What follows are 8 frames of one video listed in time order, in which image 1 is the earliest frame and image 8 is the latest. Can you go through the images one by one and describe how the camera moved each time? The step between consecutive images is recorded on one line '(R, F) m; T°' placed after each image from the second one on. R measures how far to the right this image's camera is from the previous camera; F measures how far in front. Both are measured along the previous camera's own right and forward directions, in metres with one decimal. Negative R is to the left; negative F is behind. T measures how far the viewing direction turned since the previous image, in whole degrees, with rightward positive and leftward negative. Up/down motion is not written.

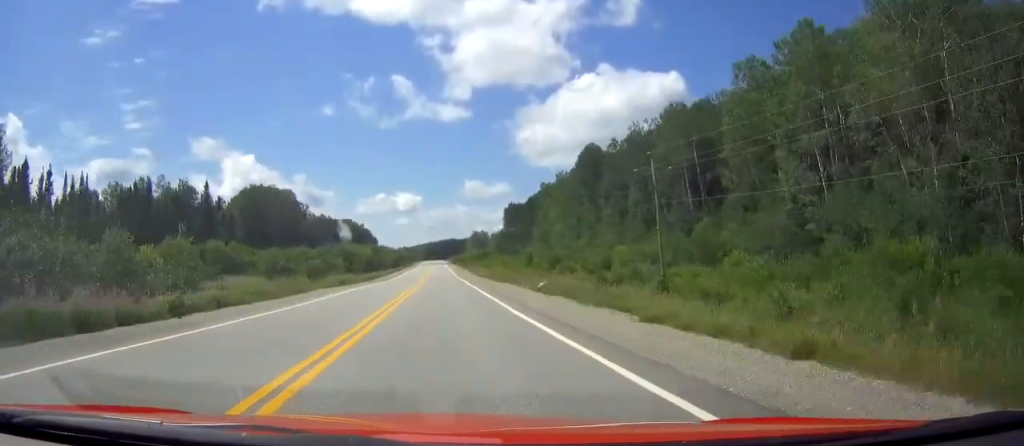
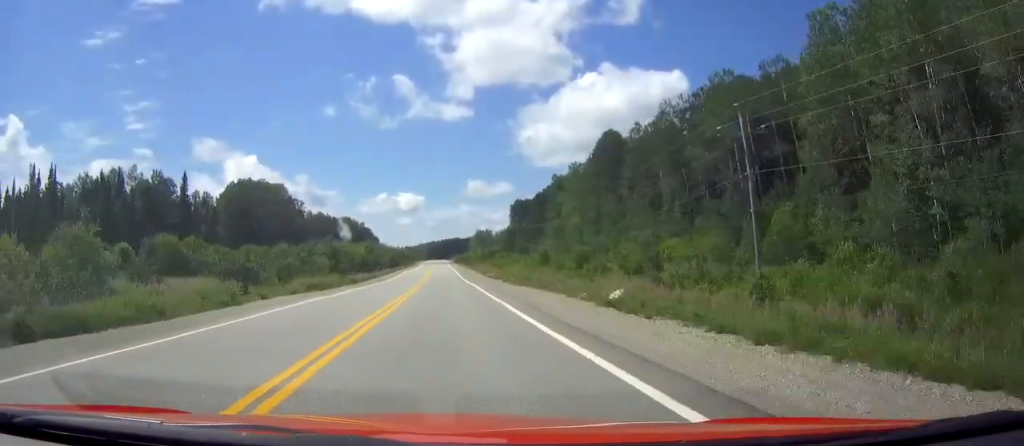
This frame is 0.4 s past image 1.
(0.0, +13.3) m; 0°
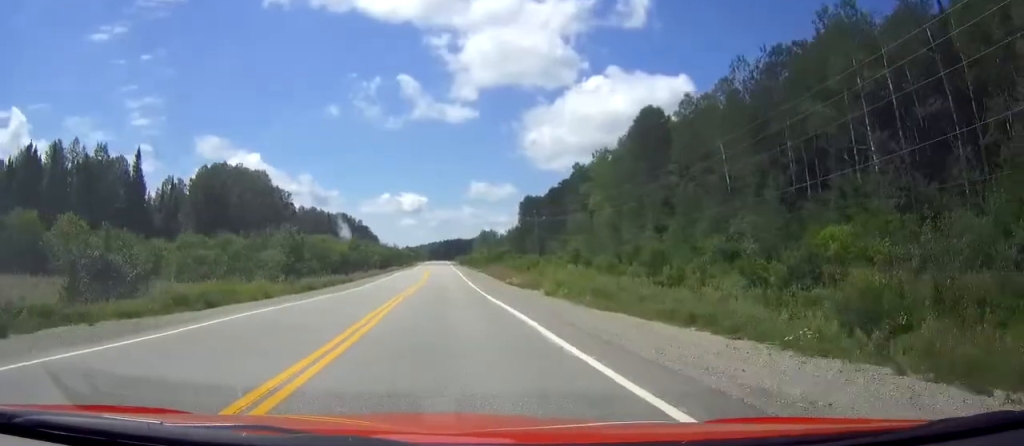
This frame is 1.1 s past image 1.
(-0.1, +21.5) m; 0°
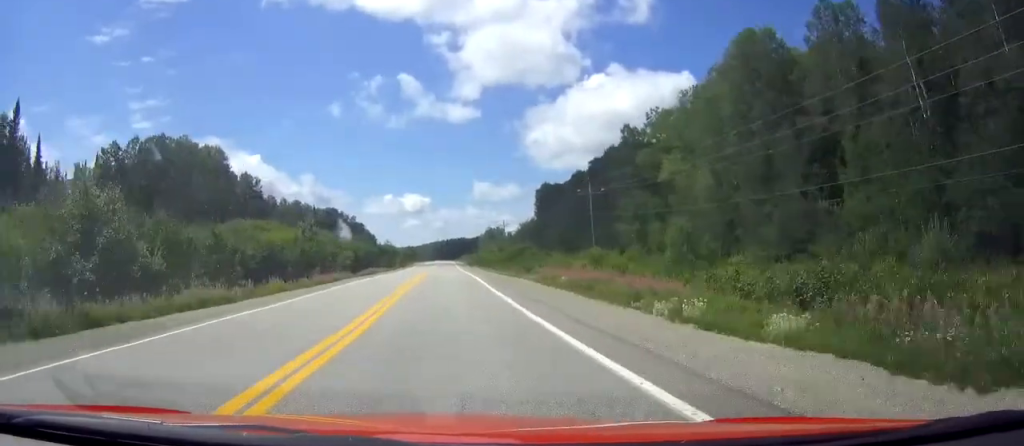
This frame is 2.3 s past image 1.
(0.0, +34.8) m; 0°
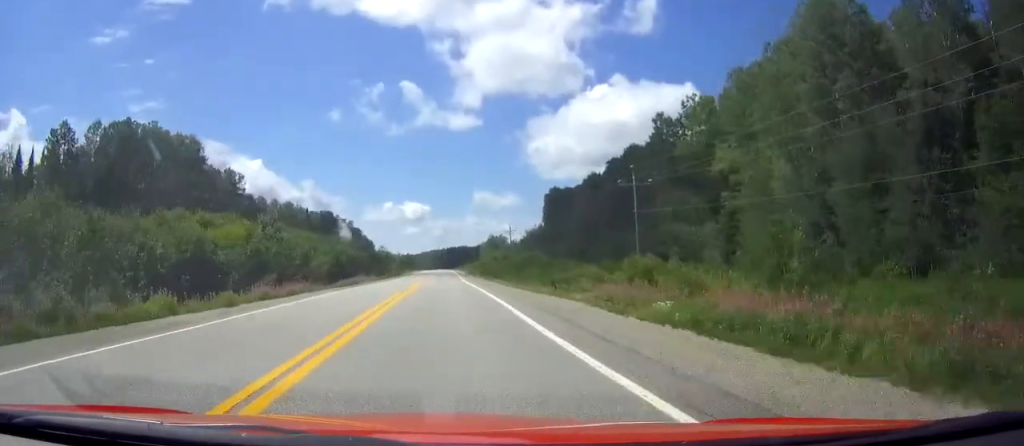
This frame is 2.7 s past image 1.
(0.0, +14.3) m; 0°
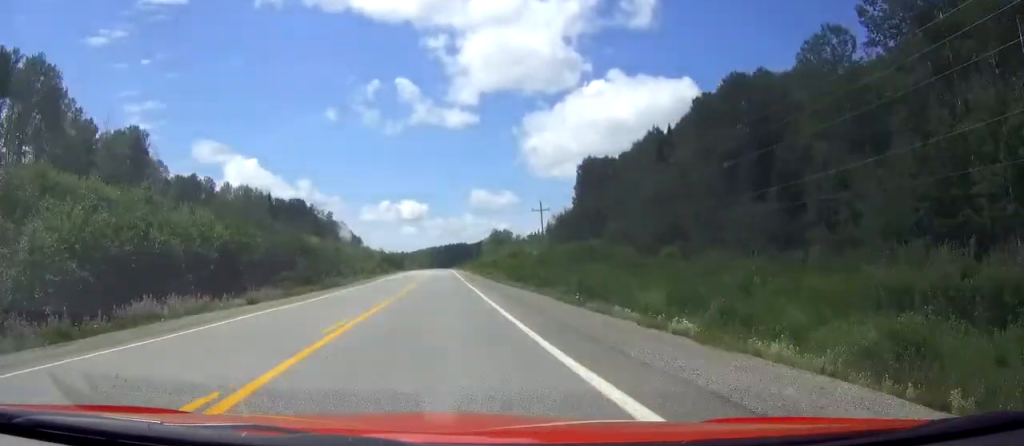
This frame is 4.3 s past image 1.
(0.0, +47.7) m; 0°
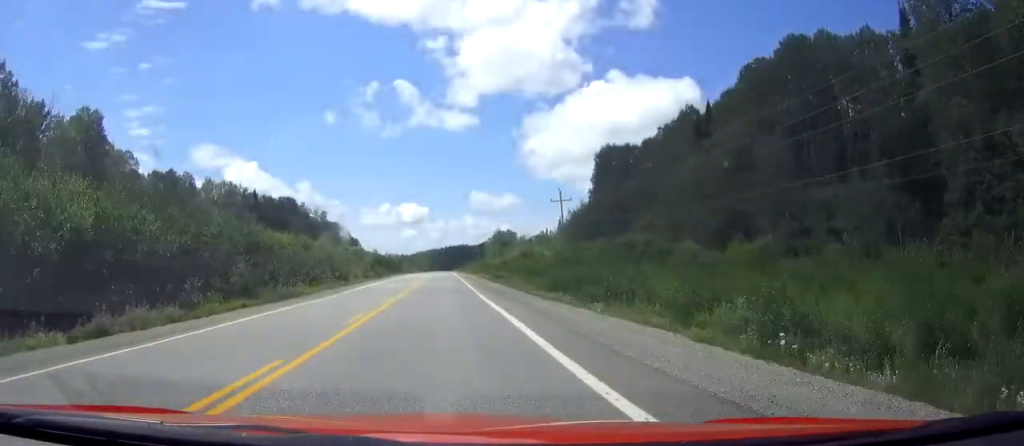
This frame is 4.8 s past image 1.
(0.0, +15.1) m; 0°
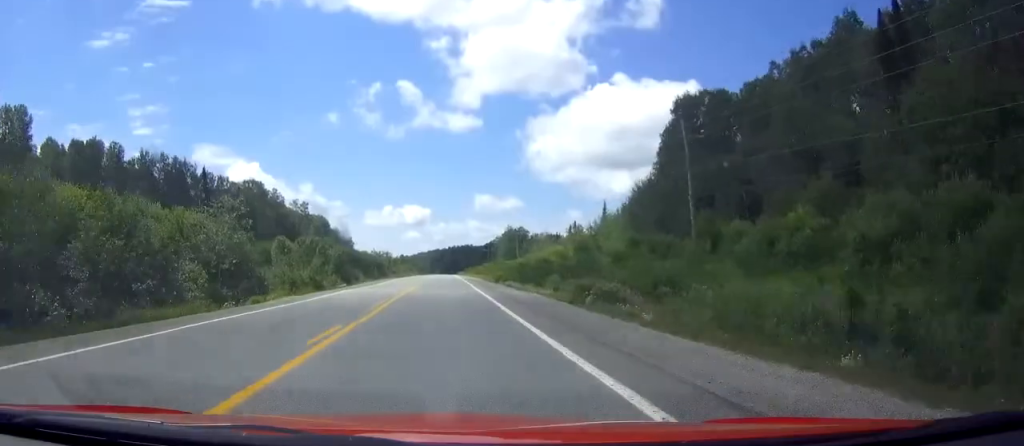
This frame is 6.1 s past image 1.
(+0.1, +39.2) m; 0°
